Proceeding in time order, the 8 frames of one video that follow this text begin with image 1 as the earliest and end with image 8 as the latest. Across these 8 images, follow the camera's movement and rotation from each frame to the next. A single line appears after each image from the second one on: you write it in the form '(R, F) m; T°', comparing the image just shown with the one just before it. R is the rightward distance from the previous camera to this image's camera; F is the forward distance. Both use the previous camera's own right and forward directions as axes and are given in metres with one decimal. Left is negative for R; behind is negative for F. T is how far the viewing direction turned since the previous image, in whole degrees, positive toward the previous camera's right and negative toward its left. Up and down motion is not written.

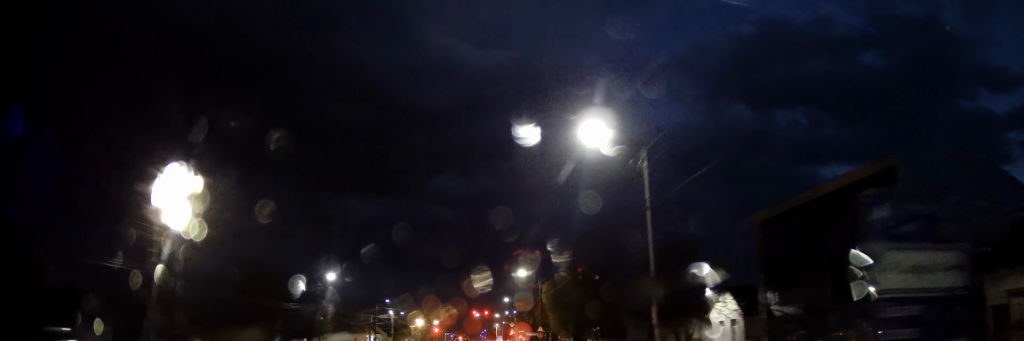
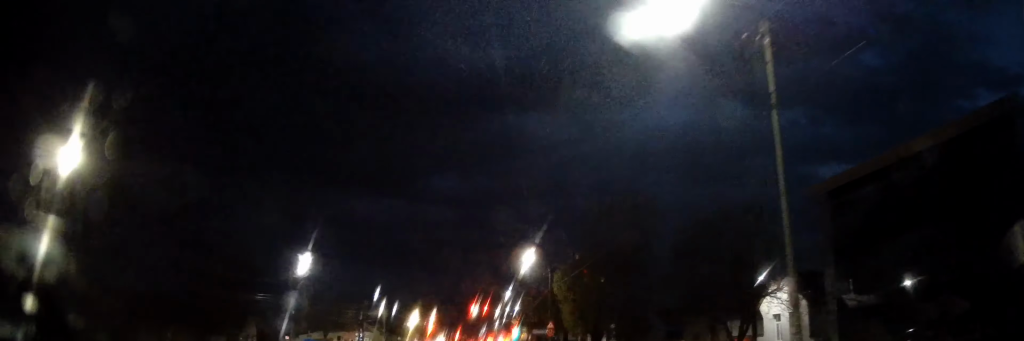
(-0.1, +9.1) m; 0°
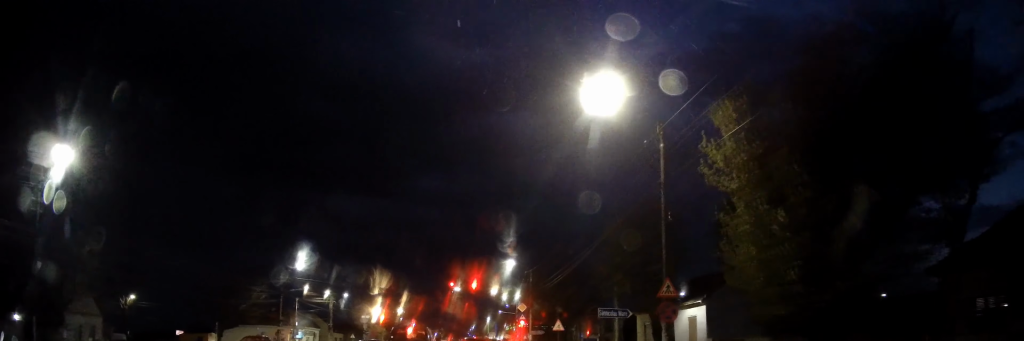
(+0.4, +32.4) m; +2°
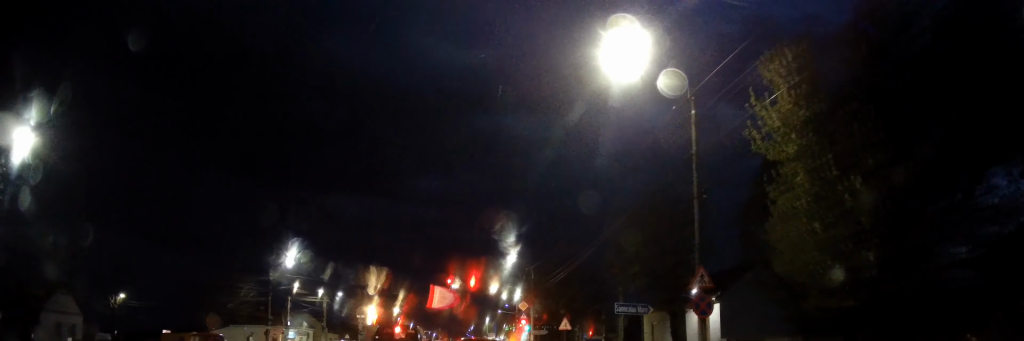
(0.0, +2.7) m; 0°
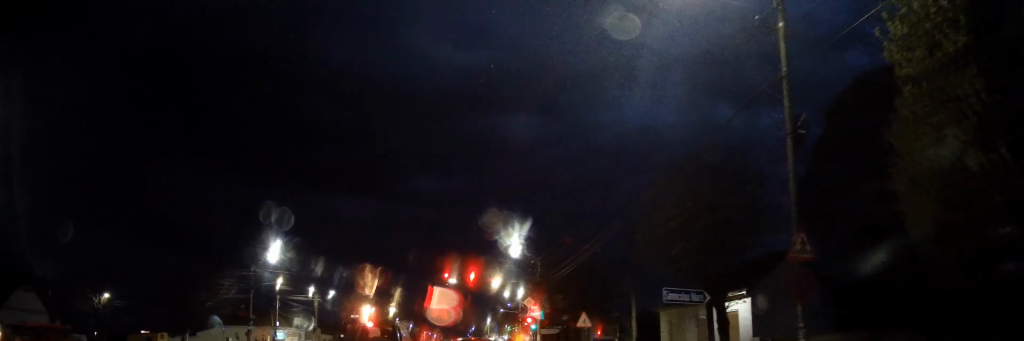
(0.0, +4.6) m; 0°
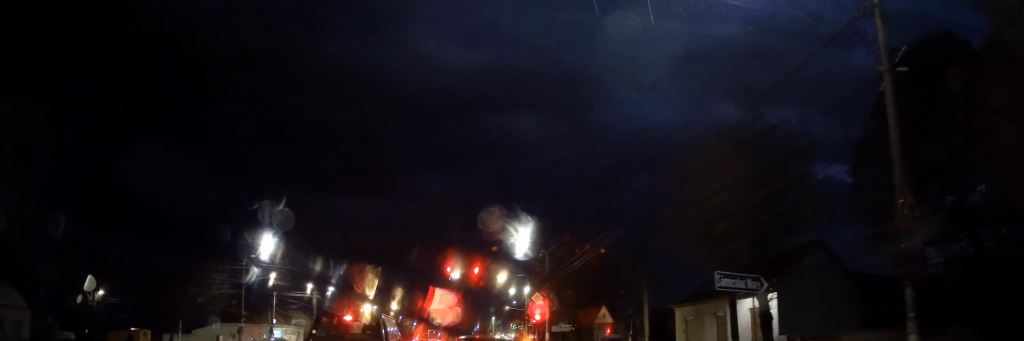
(0.0, +2.5) m; -2°
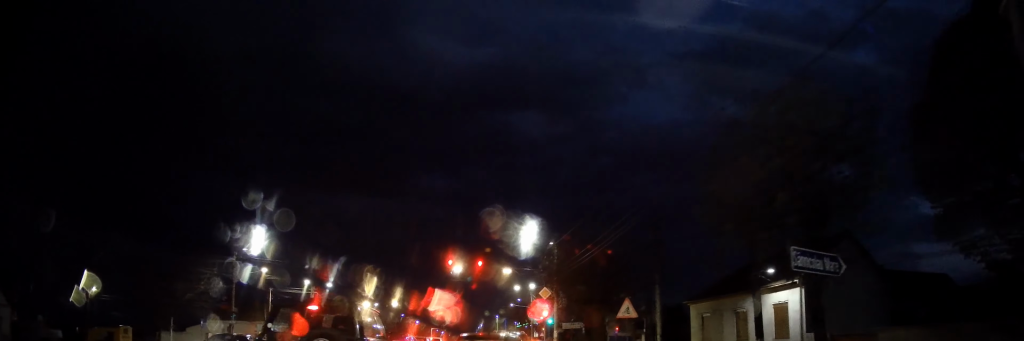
(0.0, +2.5) m; -2°
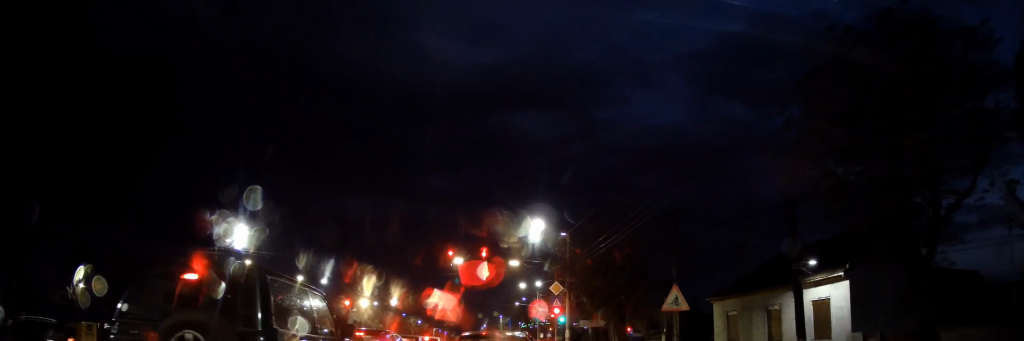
(-0.2, +4.0) m; -2°
